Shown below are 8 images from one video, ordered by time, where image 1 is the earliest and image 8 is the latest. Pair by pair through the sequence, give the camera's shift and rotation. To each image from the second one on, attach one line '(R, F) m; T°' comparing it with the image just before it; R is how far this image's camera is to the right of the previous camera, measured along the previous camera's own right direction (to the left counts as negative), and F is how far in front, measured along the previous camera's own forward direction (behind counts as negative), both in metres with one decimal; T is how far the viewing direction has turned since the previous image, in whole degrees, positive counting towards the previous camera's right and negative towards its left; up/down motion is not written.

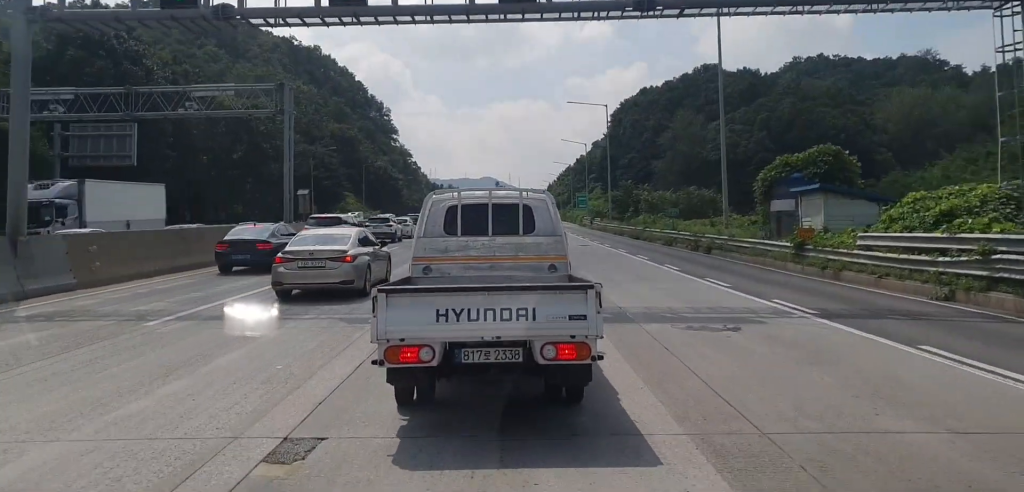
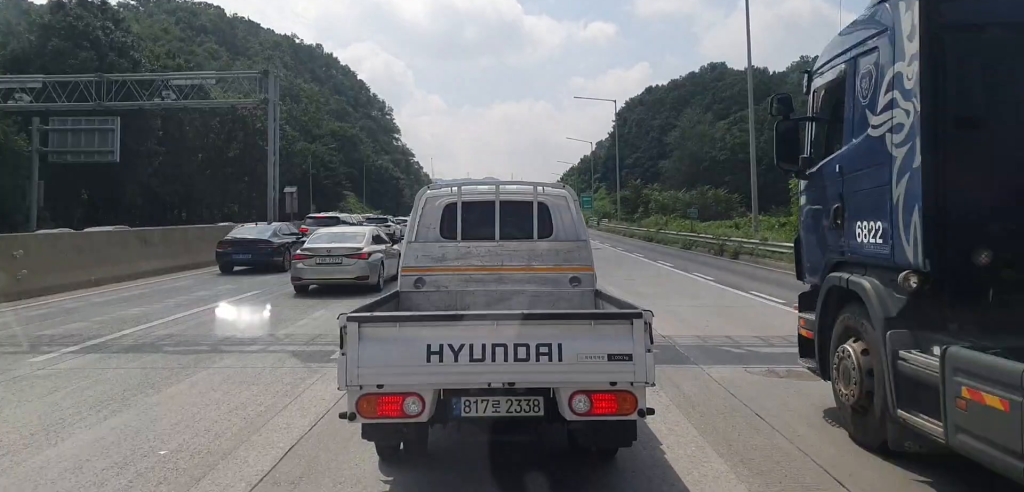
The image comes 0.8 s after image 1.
(0.0, +3.5) m; +2°
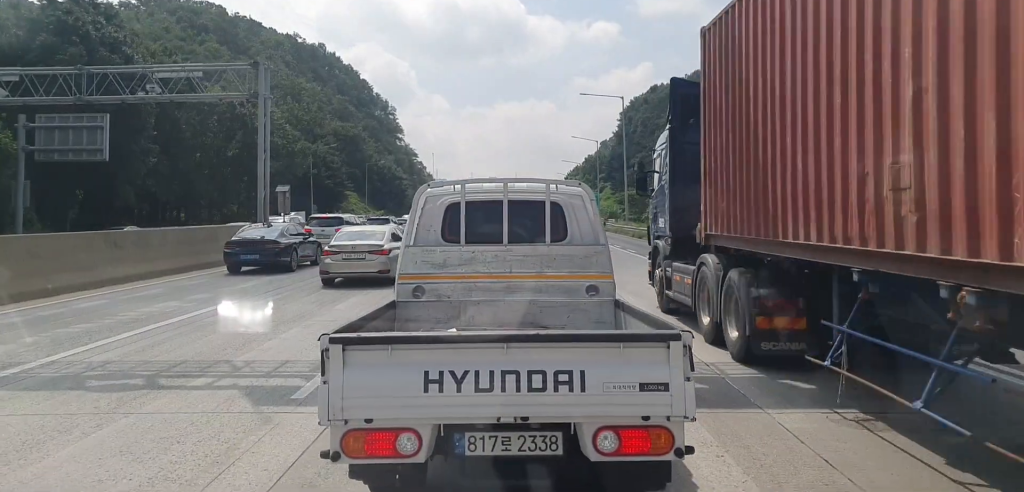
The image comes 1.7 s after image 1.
(+0.1, +2.5) m; +2°
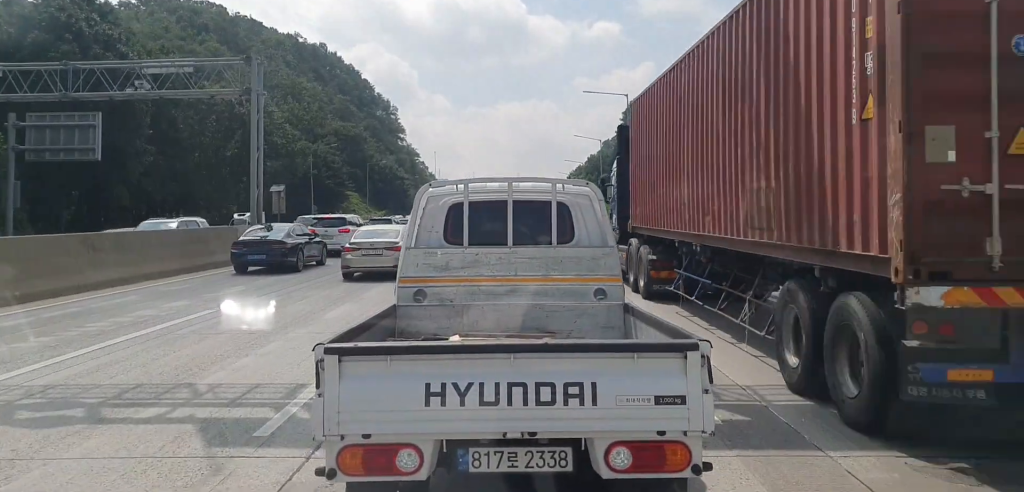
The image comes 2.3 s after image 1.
(+0.1, +1.4) m; 0°
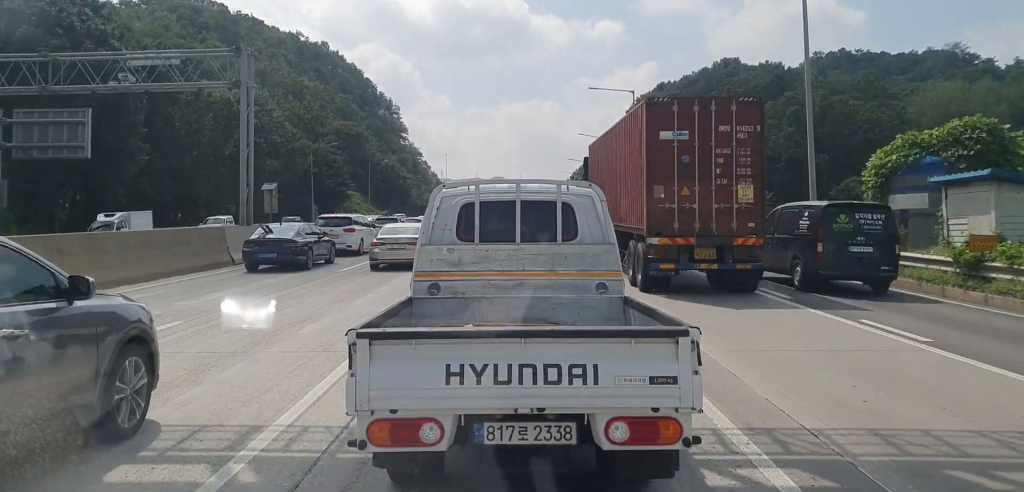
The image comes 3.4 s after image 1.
(-0.3, +1.5) m; 0°
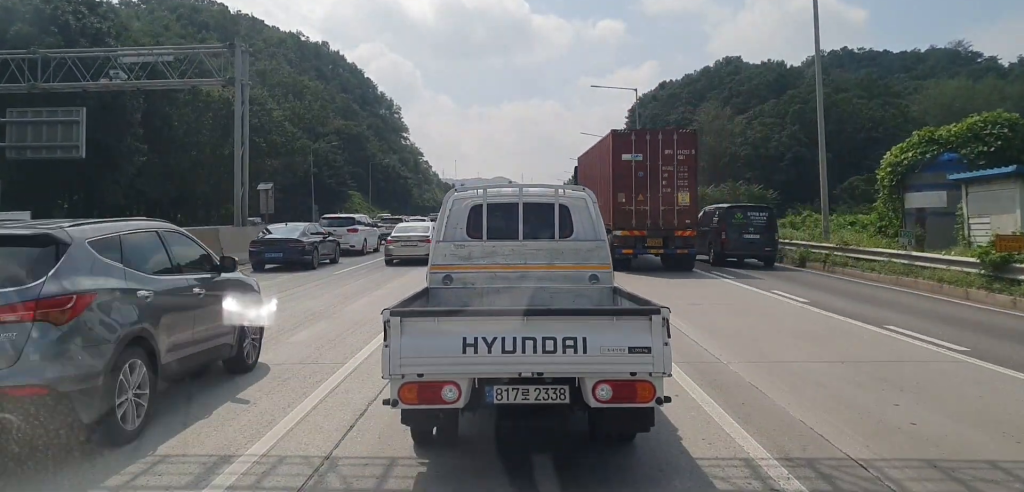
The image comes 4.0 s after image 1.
(-0.1, +0.7) m; 0°
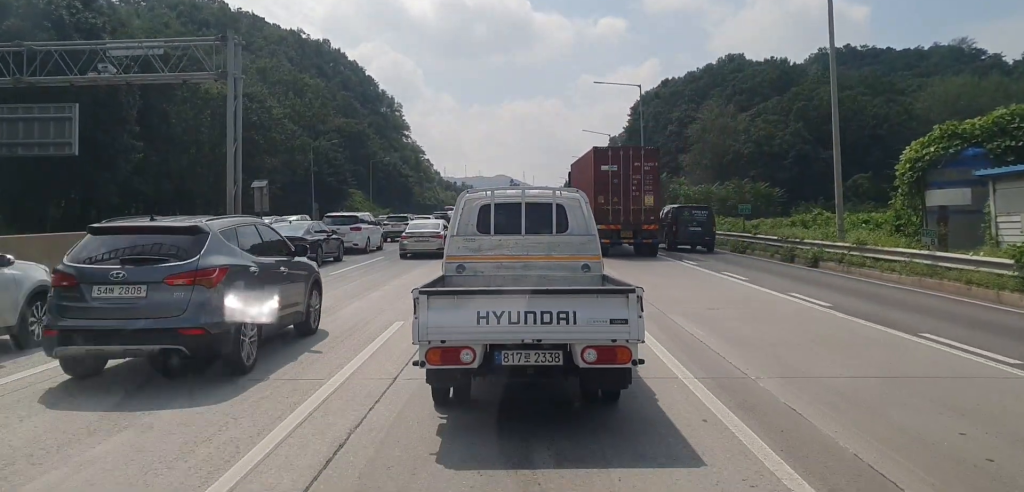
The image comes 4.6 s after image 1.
(-0.1, +0.9) m; +1°
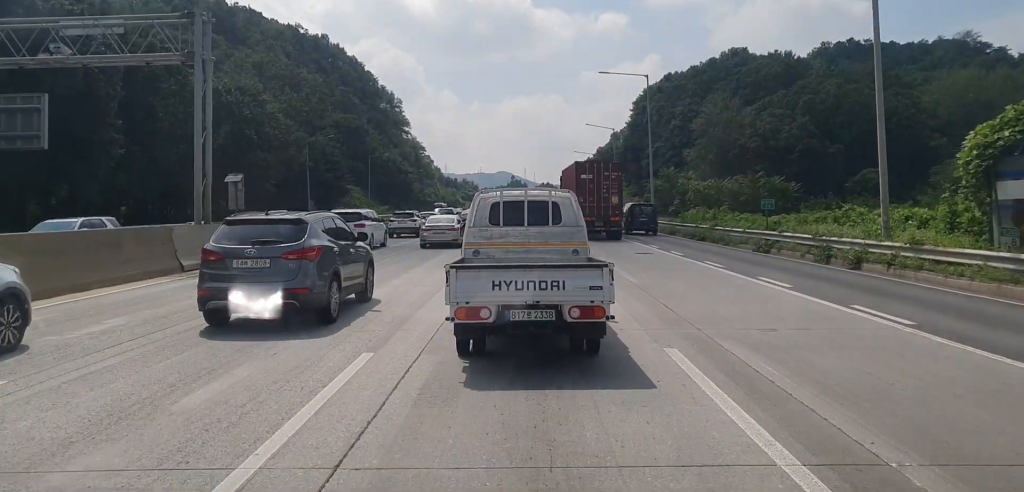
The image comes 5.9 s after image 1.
(+0.1, +2.4) m; +2°
